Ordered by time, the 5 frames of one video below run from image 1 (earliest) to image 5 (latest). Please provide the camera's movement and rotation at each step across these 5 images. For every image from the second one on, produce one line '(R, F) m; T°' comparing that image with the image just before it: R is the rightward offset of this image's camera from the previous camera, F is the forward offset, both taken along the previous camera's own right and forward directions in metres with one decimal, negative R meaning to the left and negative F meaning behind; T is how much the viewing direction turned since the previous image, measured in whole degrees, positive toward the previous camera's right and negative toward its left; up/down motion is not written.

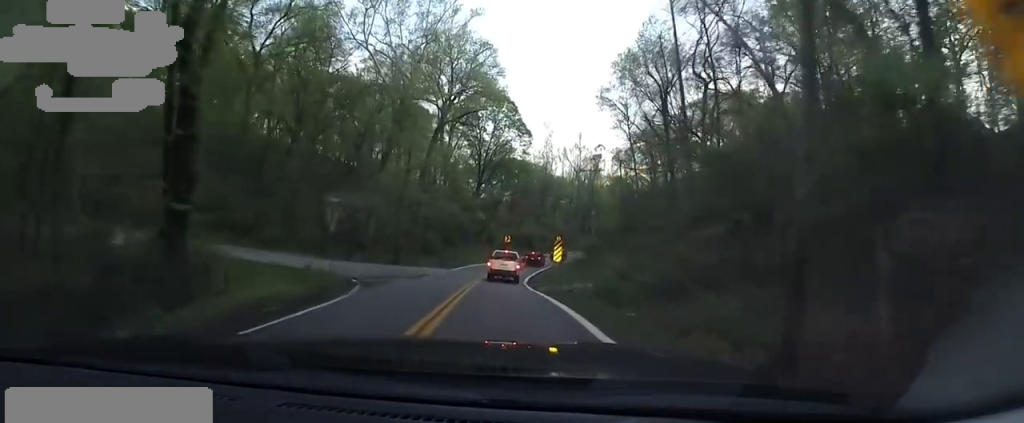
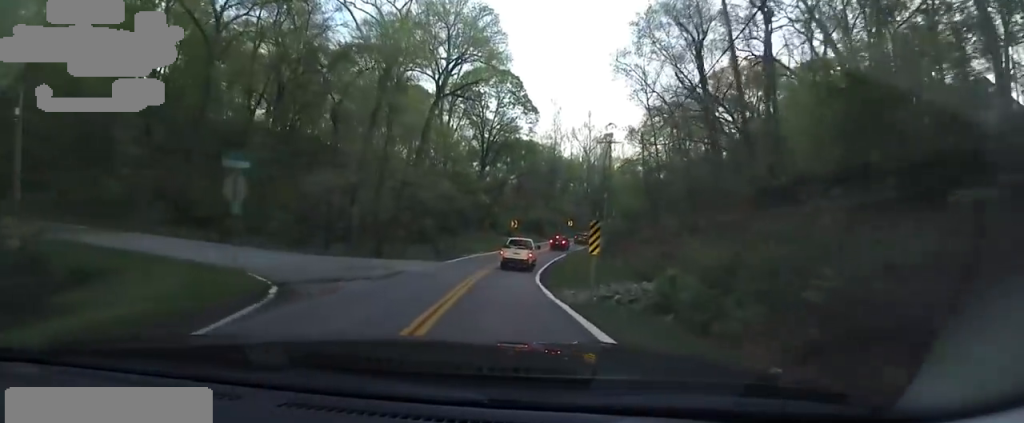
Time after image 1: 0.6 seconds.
(-0.5, +8.0) m; -2°
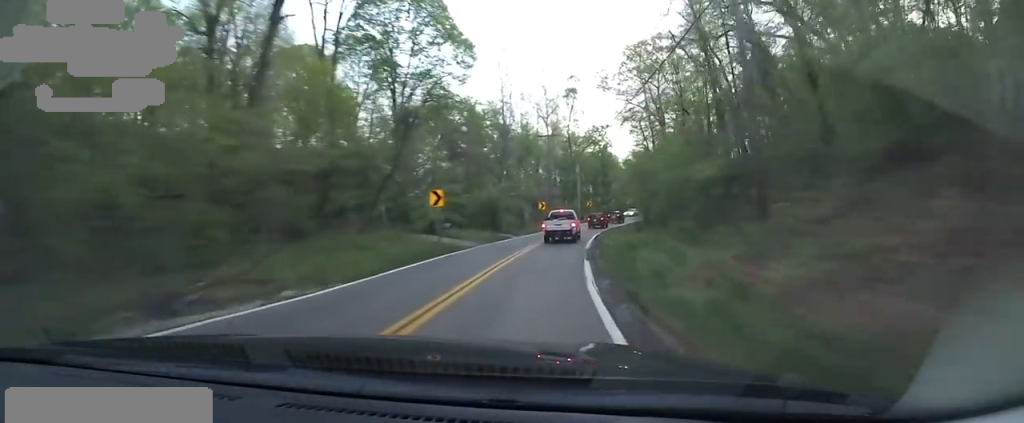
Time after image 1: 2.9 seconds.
(+1.1, +32.9) m; +12°
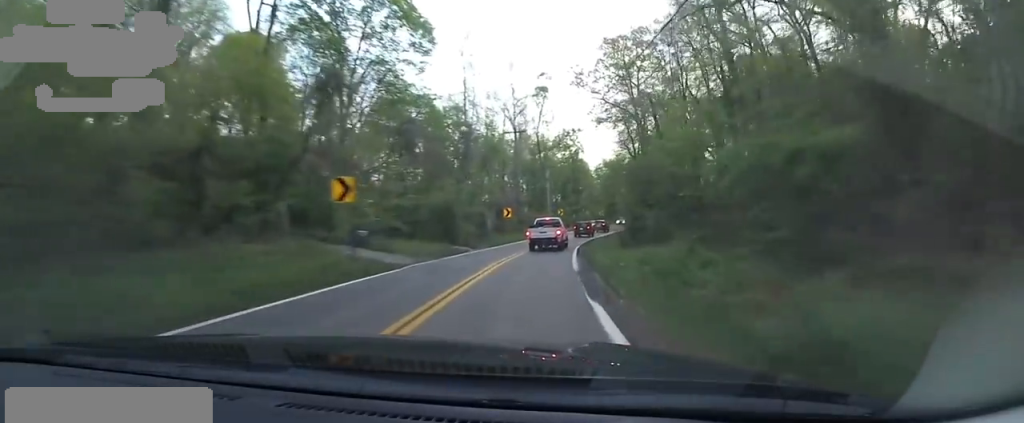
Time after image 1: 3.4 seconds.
(+0.4, +8.3) m; +4°
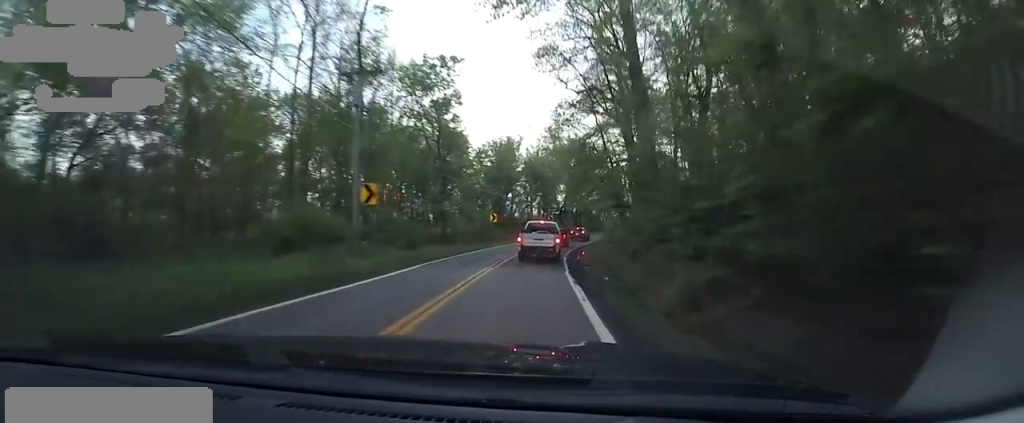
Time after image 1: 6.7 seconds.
(+4.4, +46.4) m; +11°
